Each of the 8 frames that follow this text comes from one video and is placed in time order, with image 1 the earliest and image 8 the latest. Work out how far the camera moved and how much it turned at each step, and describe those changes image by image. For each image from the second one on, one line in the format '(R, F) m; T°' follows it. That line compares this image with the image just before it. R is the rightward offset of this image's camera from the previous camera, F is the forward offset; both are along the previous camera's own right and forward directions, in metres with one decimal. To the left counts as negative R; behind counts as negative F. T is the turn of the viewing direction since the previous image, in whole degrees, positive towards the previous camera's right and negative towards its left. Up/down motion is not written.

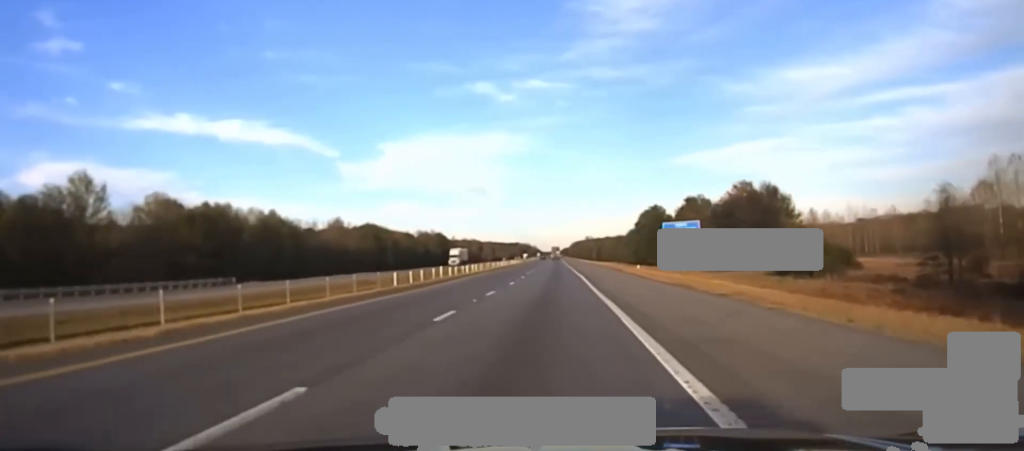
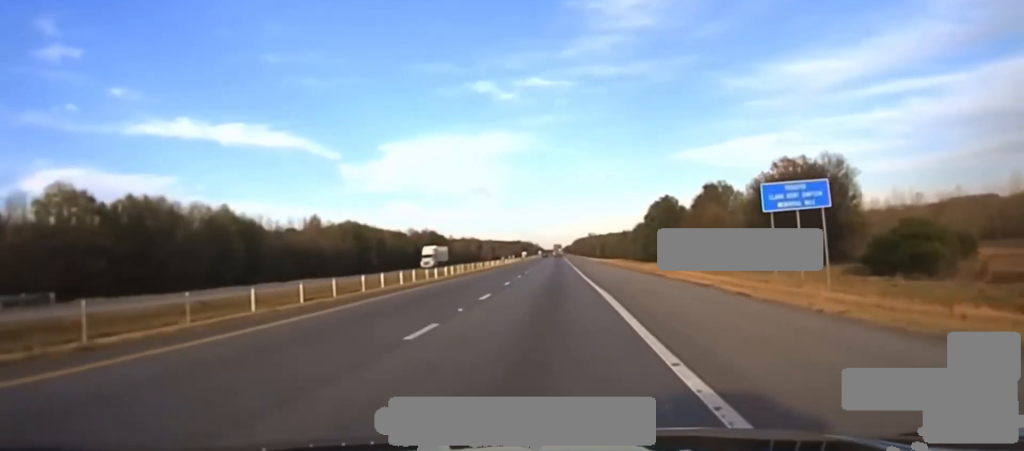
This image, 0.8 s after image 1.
(0.0, +29.6) m; 0°
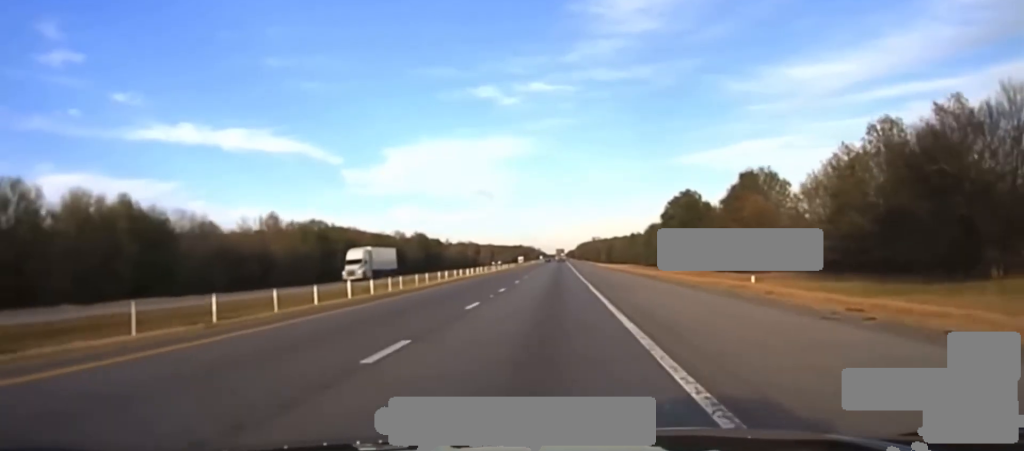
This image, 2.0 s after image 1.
(0.0, +43.1) m; 0°
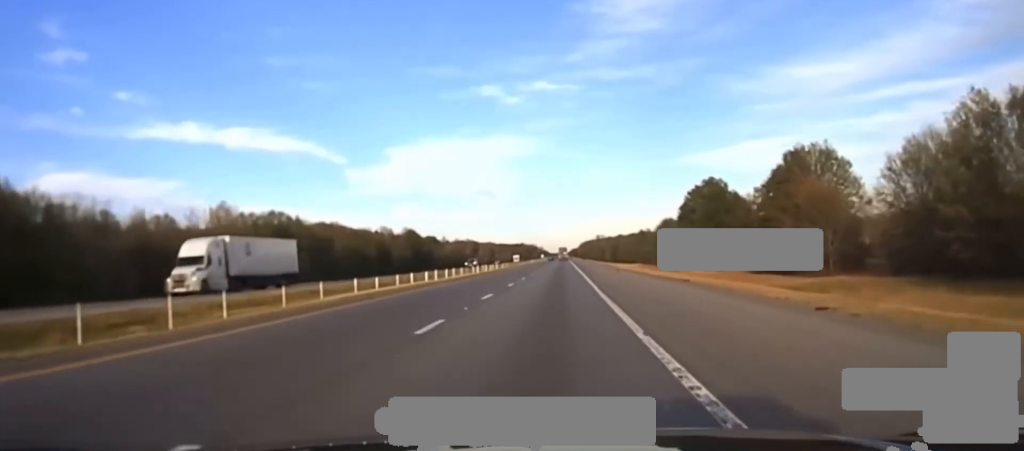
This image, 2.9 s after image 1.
(-0.1, +31.2) m; 0°
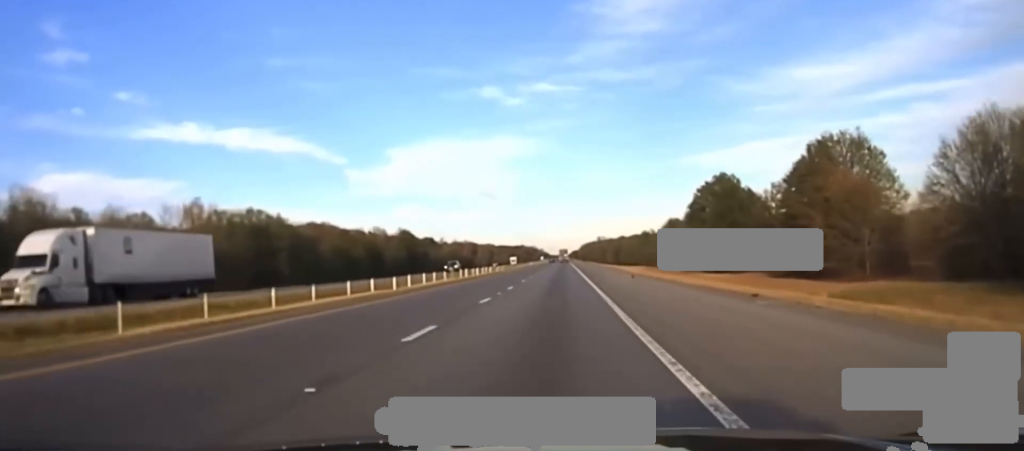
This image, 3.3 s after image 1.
(0.0, +11.9) m; 0°
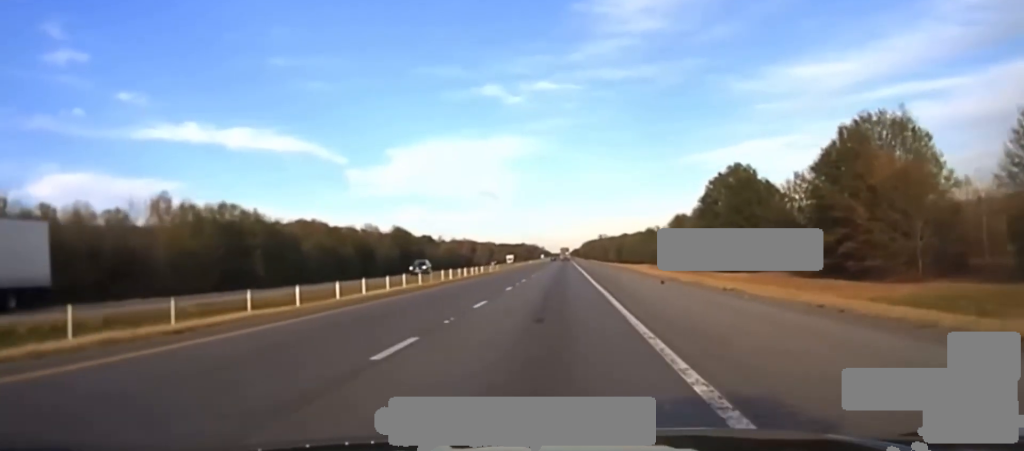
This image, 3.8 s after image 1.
(0.0, +13.0) m; 0°
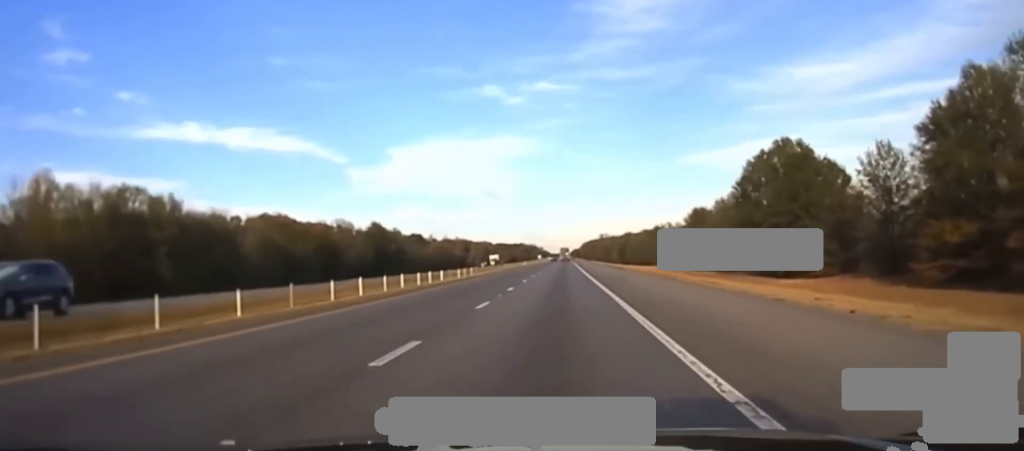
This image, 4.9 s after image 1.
(0.0, +33.6) m; 0°
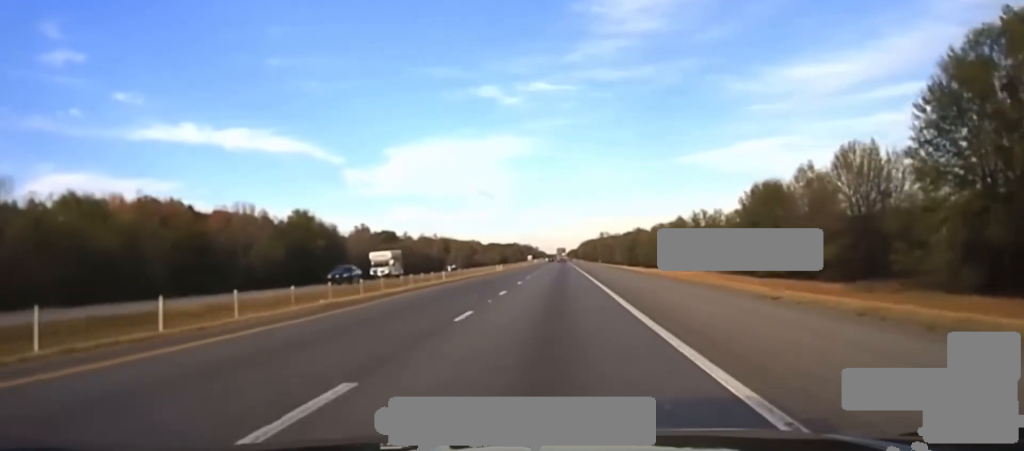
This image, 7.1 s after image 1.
(+0.2, +75.8) m; 0°
